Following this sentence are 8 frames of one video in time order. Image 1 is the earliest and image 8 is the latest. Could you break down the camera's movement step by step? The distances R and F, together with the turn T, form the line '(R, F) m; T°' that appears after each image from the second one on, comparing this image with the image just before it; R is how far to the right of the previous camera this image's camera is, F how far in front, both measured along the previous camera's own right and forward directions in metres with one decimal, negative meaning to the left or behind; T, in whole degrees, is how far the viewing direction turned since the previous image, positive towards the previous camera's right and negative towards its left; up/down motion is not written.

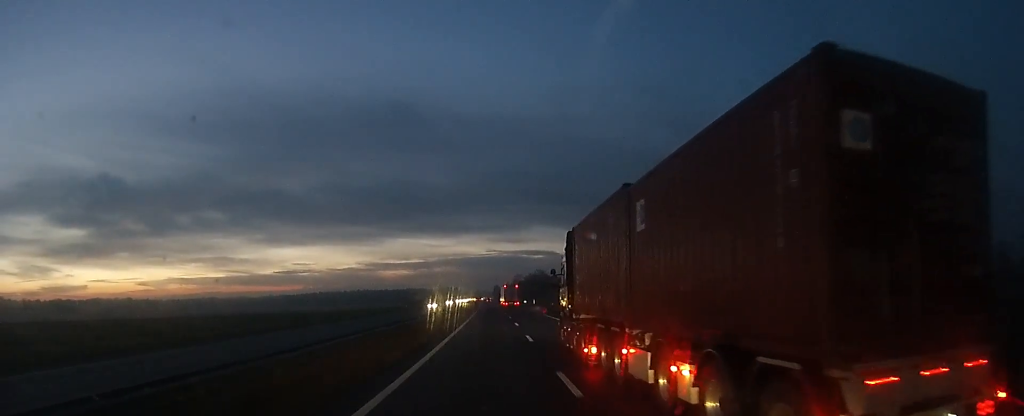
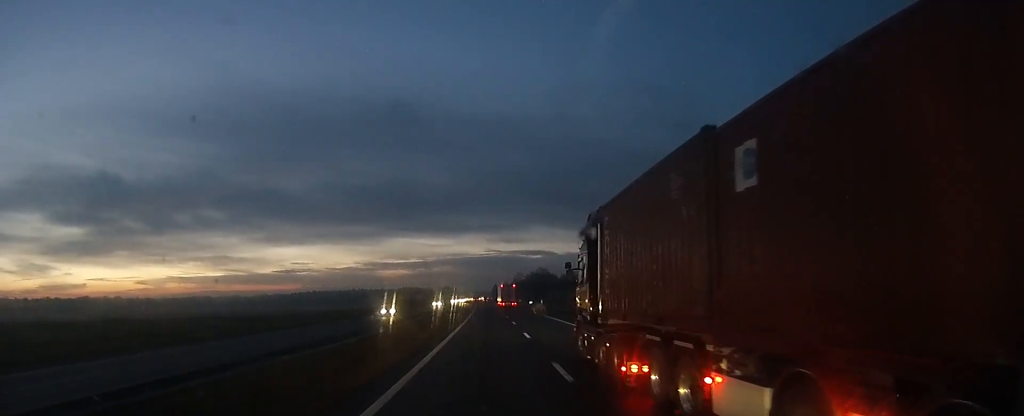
(-0.7, +22.3) m; -1°
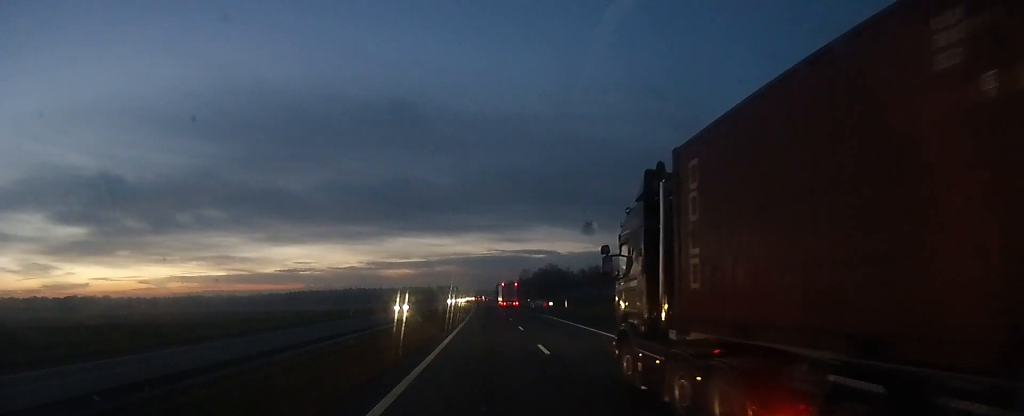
(+0.2, +30.8) m; -1°
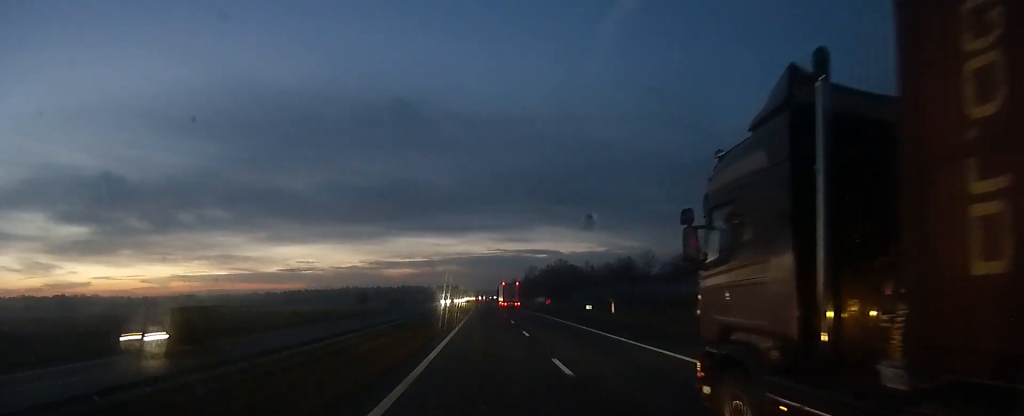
(-1.1, +28.1) m; 0°
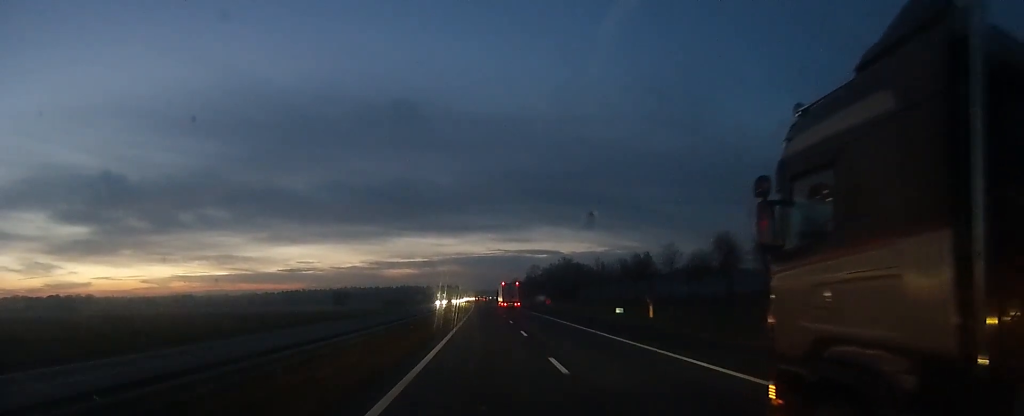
(0.0, +11.6) m; 0°
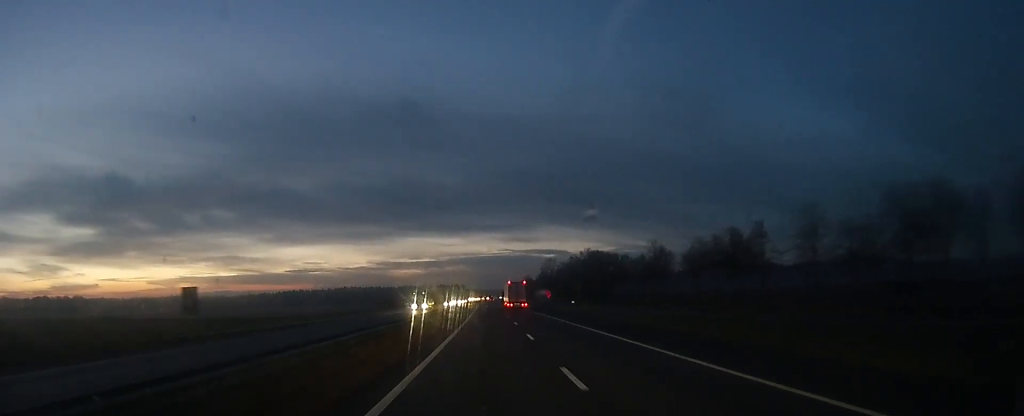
(+0.3, +37.8) m; 0°
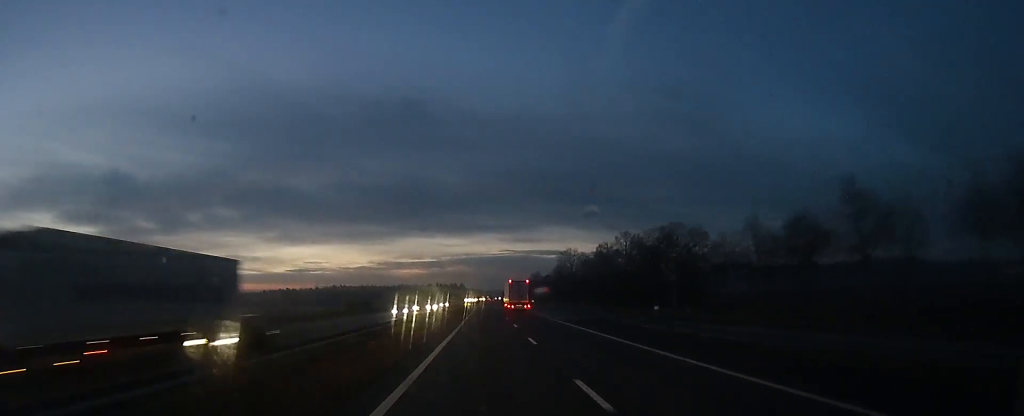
(+0.3, +49.5) m; -1°
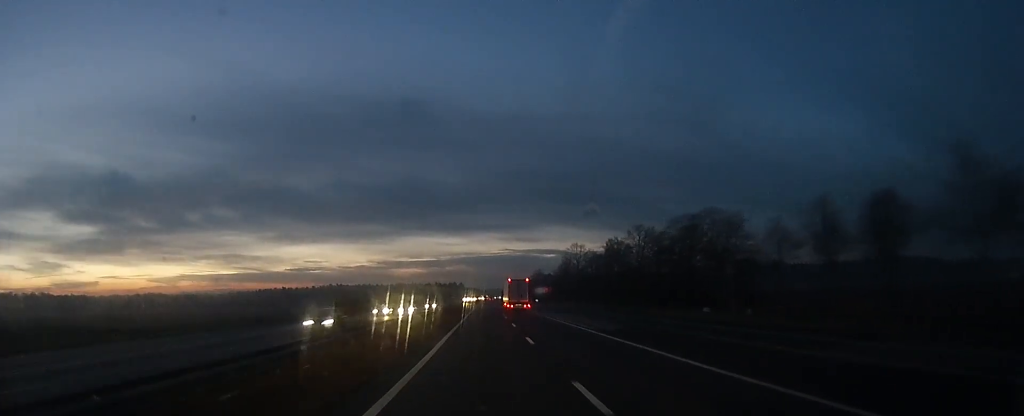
(-0.6, +12.2) m; -1°
